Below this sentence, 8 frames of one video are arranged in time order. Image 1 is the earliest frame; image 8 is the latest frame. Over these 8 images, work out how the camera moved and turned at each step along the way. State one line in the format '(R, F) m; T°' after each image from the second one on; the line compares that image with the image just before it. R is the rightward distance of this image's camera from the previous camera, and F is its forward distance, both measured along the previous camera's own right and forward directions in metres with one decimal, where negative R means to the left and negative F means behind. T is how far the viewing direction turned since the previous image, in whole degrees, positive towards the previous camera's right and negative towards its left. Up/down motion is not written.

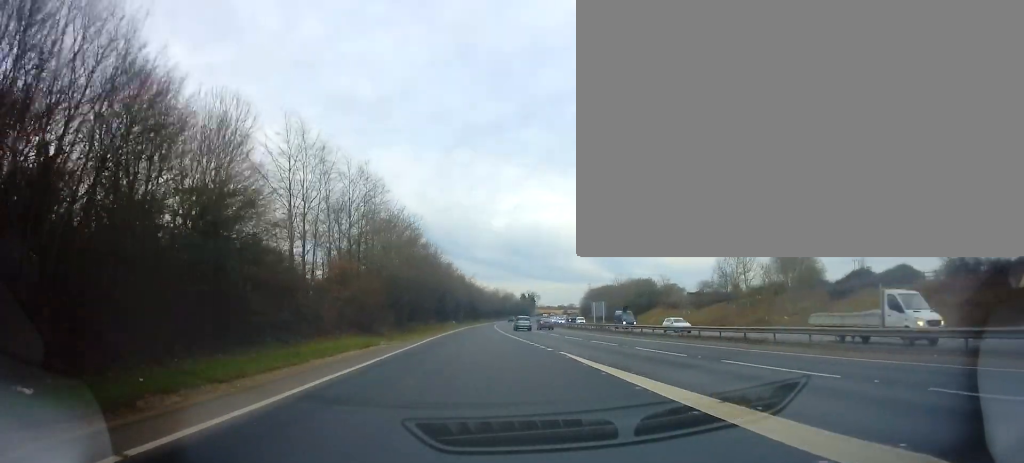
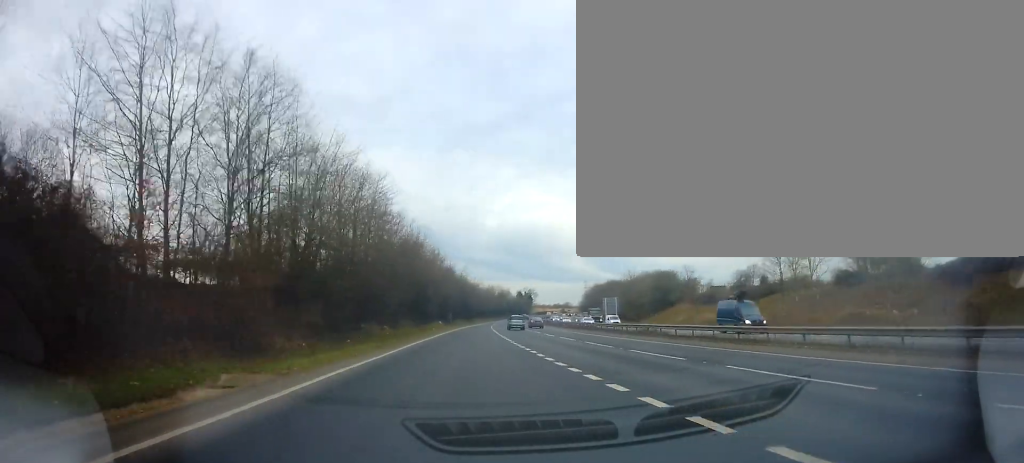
(+0.1, +19.5) m; +1°
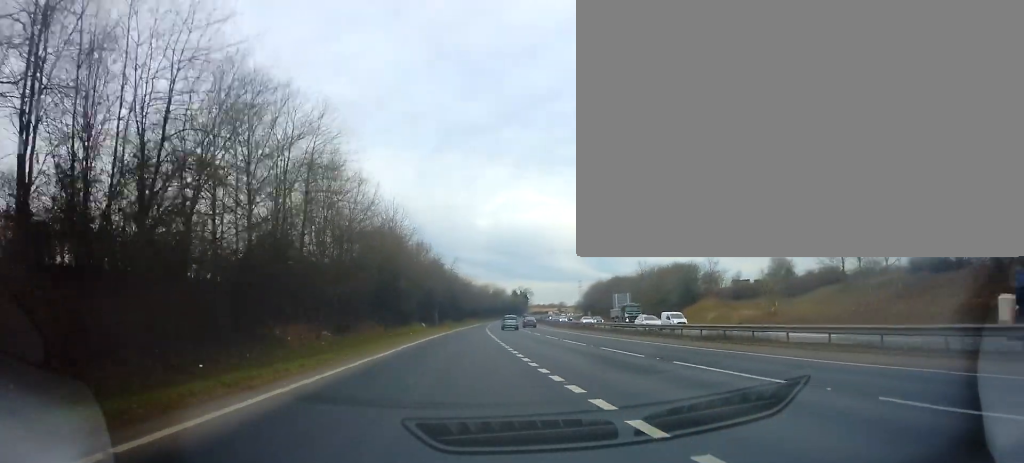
(0.0, +15.4) m; 0°
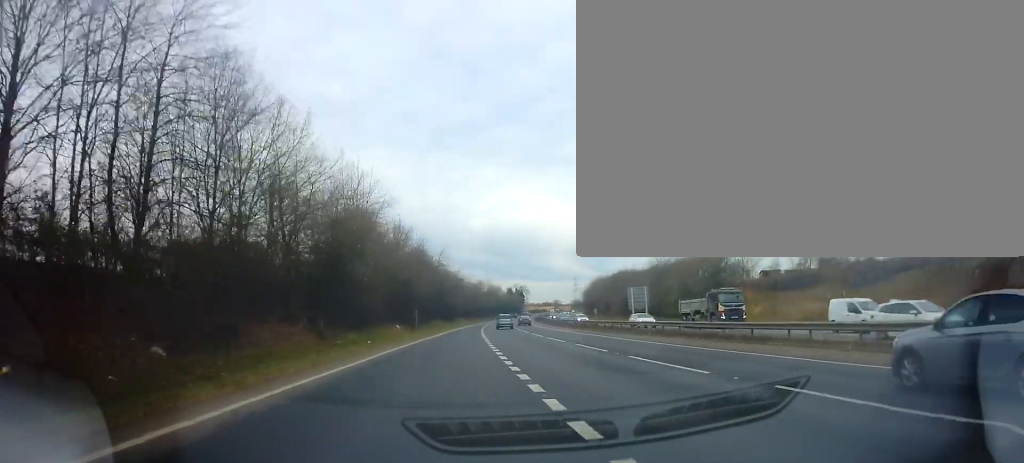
(+0.1, +15.2) m; 0°
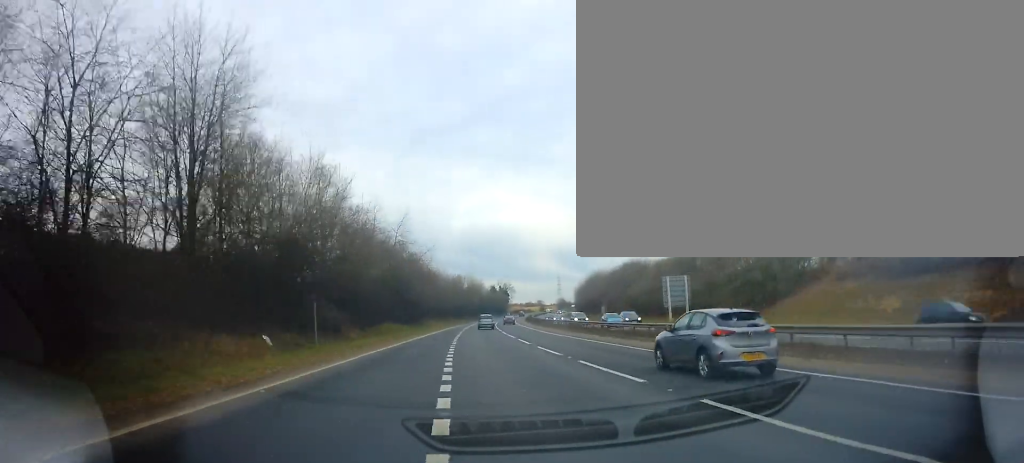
(+0.1, +26.4) m; +1°
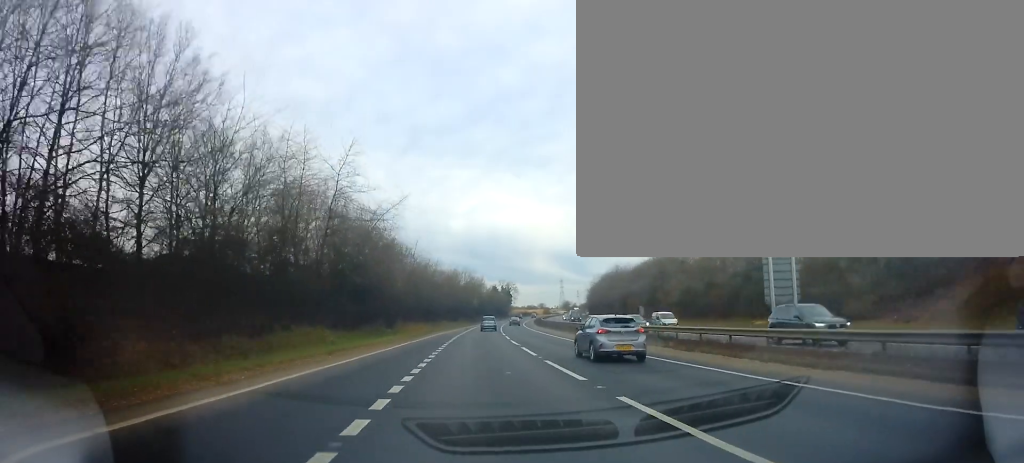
(+0.2, +24.7) m; +1°
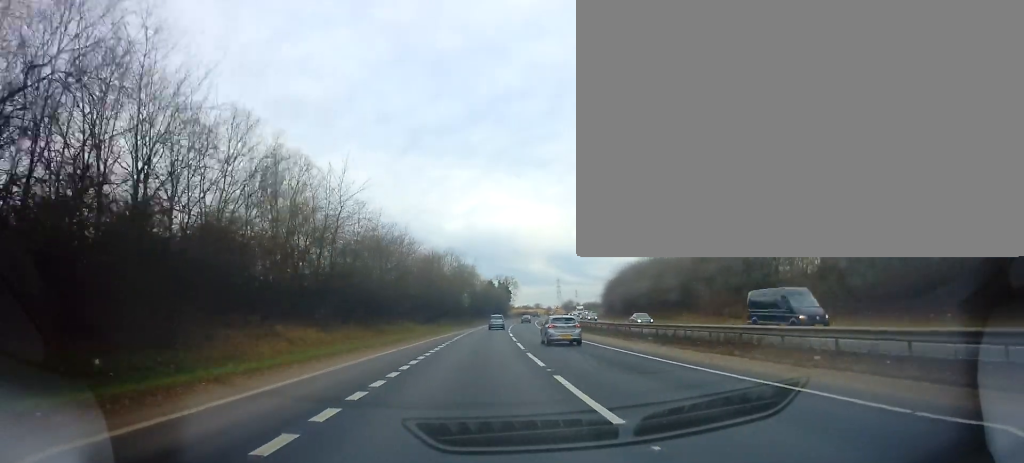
(+0.3, +39.2) m; +1°
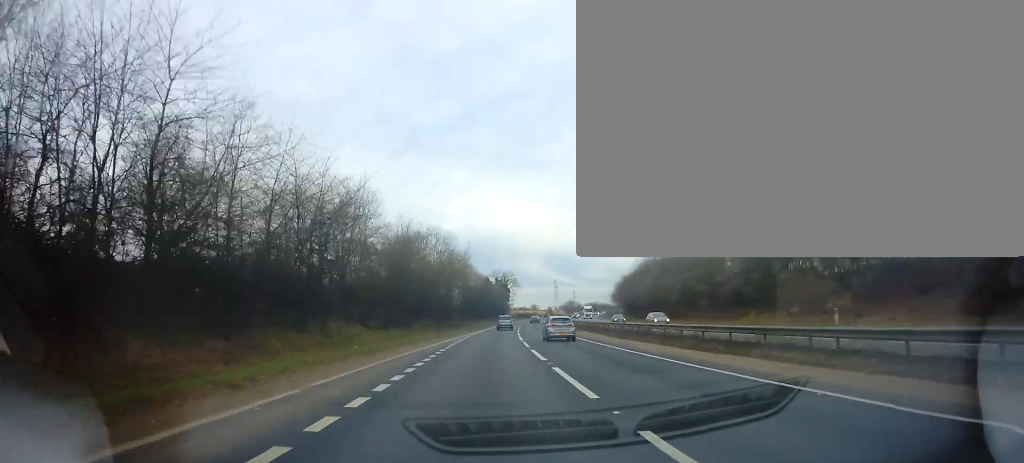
(+0.2, +22.9) m; +1°
